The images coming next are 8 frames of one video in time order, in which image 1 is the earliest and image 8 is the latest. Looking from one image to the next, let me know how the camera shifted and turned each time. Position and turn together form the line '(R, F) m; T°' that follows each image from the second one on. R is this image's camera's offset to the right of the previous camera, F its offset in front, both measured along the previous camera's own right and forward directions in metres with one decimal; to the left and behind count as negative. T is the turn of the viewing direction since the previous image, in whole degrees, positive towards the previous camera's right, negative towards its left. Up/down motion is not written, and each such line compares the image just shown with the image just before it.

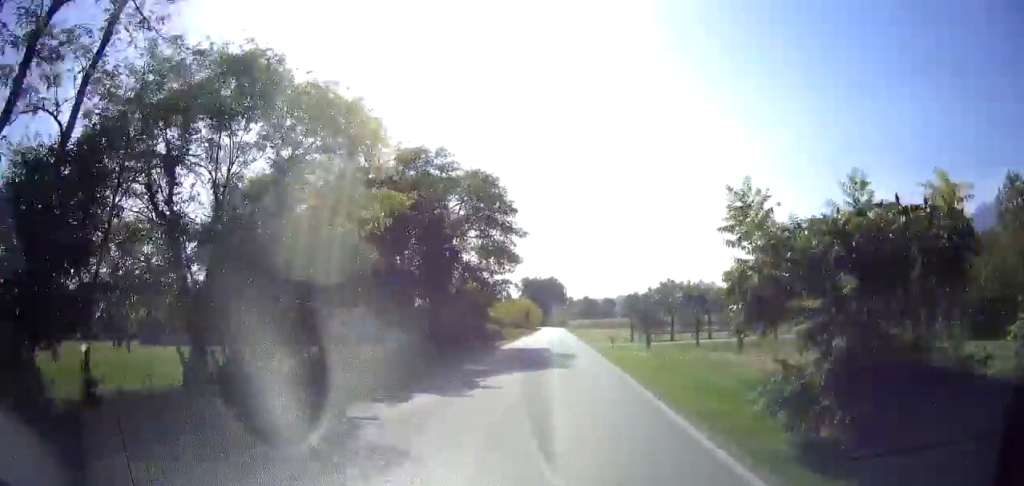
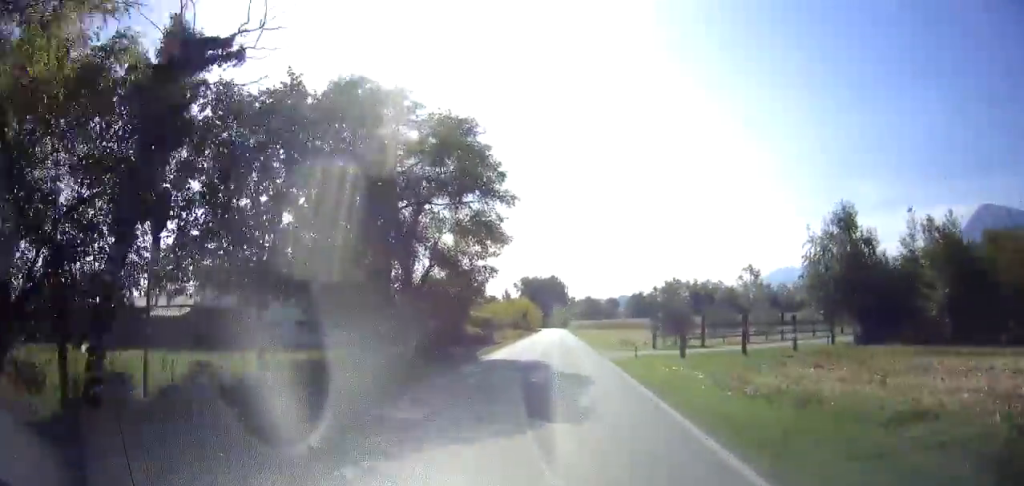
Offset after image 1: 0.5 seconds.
(0.0, +8.6) m; 0°
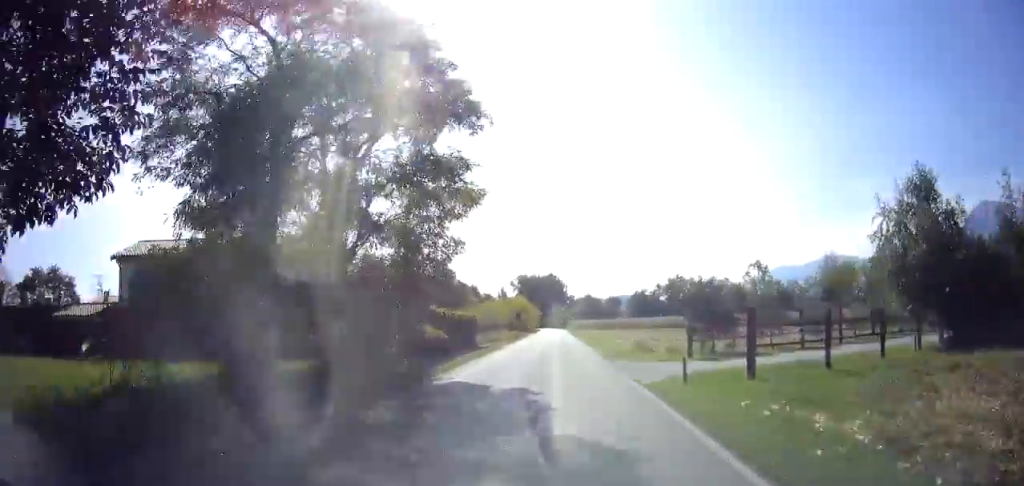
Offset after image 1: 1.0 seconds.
(0.0, +9.2) m; 0°
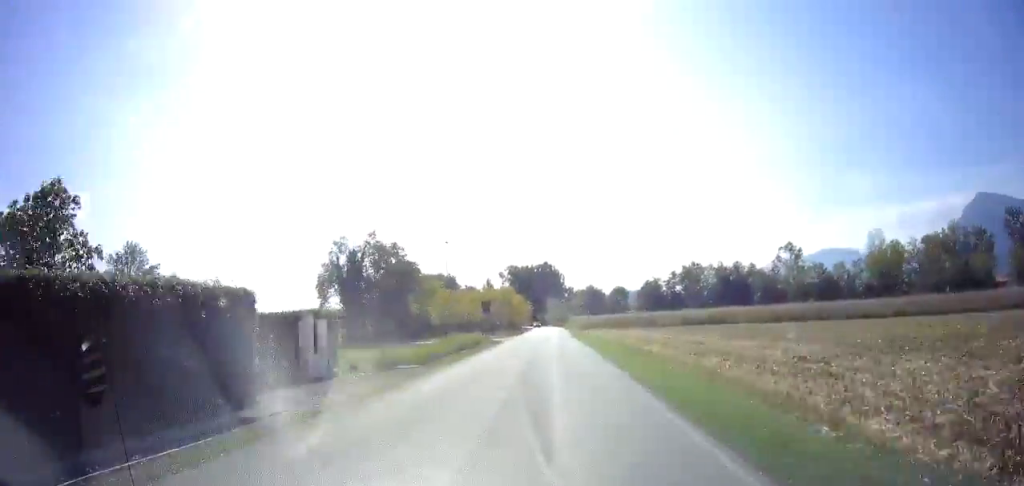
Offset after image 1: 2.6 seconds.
(0.0, +27.2) m; +1°
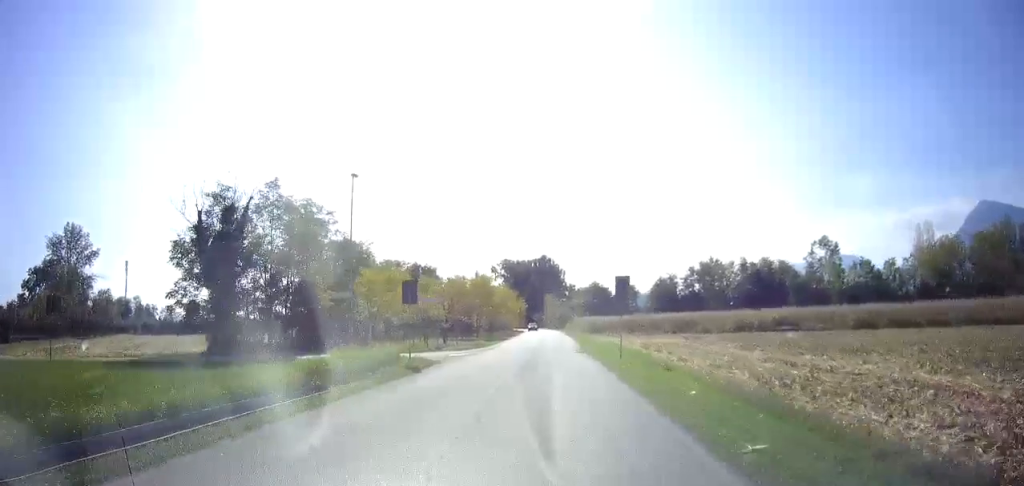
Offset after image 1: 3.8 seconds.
(+0.1, +20.2) m; 0°
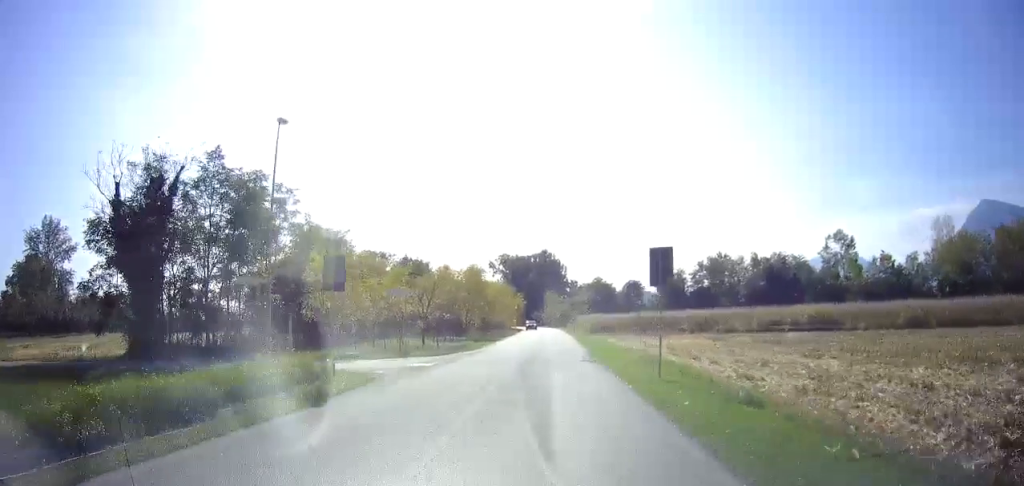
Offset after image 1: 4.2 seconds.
(+0.1, +7.5) m; 0°
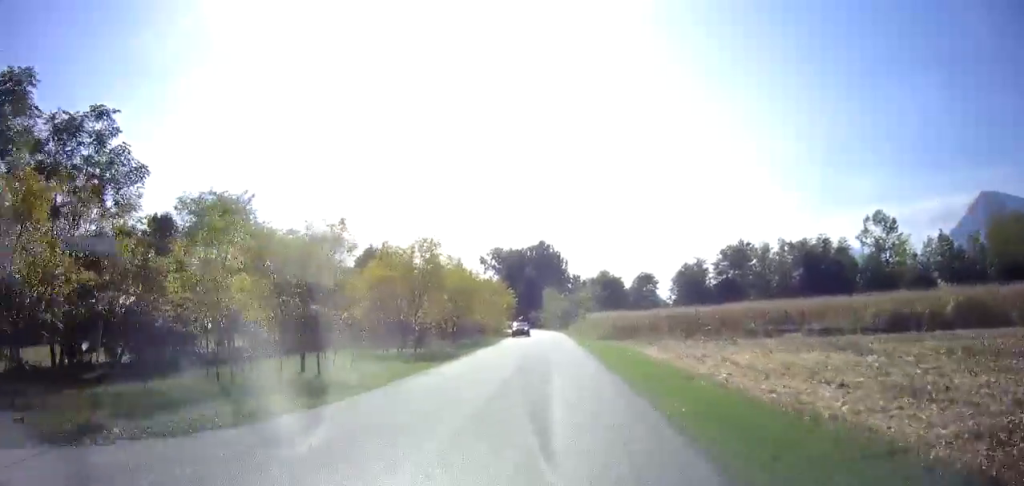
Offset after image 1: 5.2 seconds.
(-0.3, +17.2) m; +1°
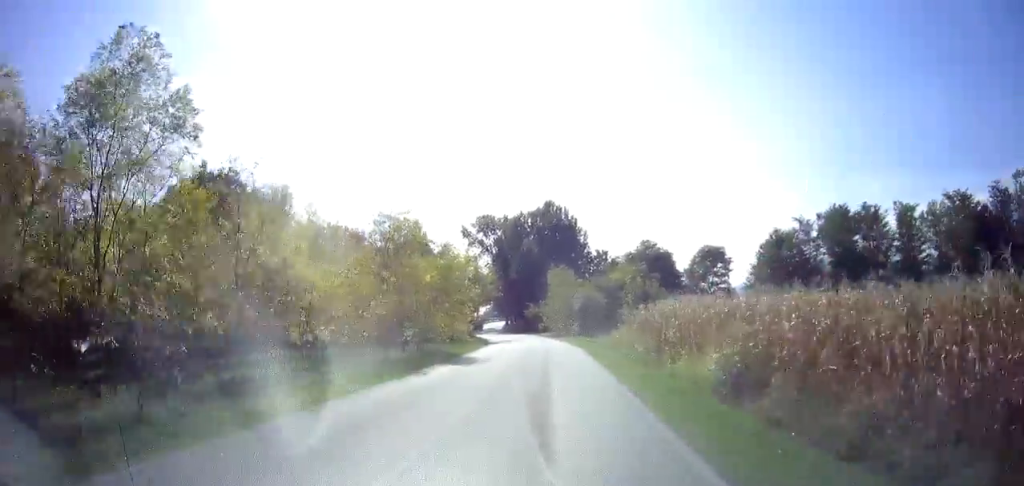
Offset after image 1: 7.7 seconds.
(-1.1, +40.3) m; -4°
